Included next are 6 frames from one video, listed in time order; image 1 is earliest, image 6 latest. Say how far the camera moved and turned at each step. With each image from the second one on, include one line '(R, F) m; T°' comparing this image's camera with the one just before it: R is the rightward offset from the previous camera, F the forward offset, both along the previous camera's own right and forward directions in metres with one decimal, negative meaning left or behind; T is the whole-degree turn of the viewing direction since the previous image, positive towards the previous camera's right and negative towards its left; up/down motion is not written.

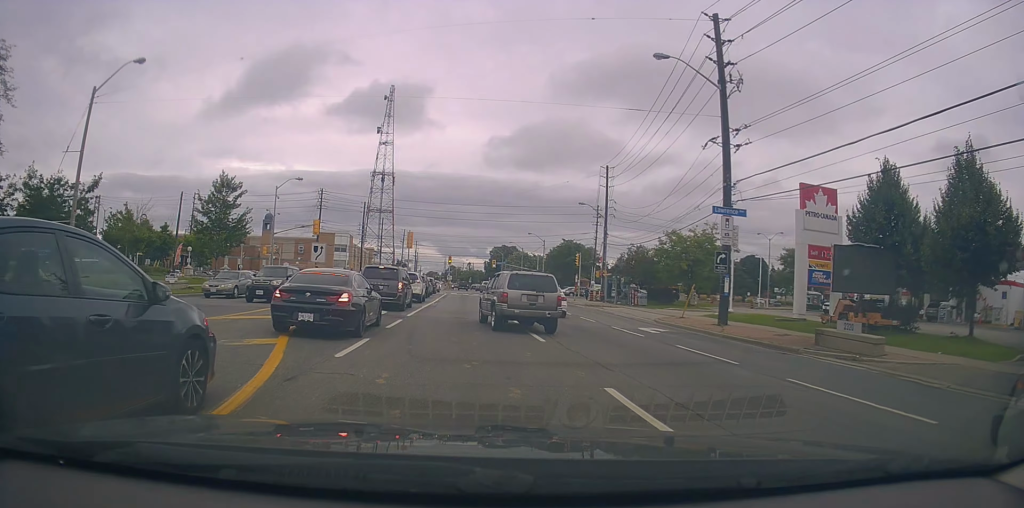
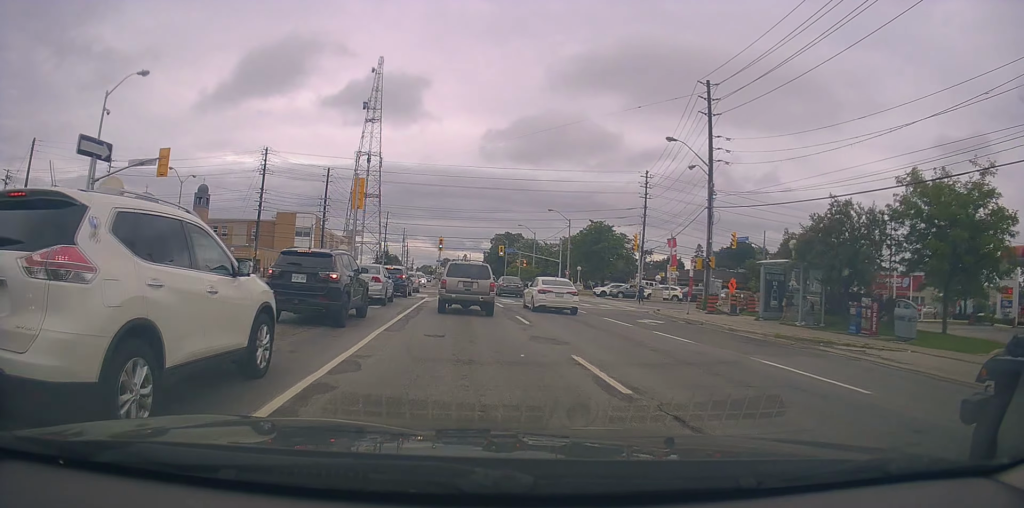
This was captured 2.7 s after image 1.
(0.0, +27.6) m; -1°
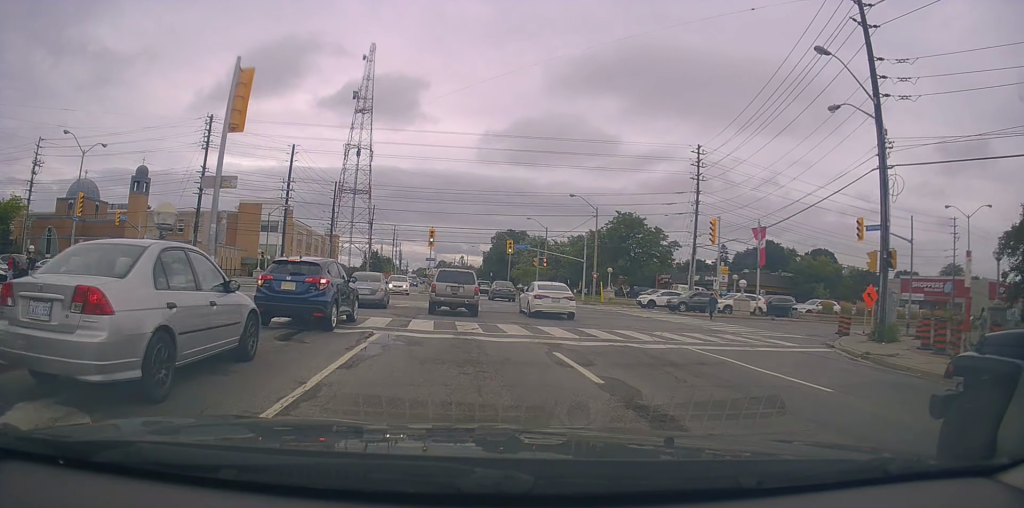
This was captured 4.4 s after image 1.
(-0.3, +17.6) m; +1°
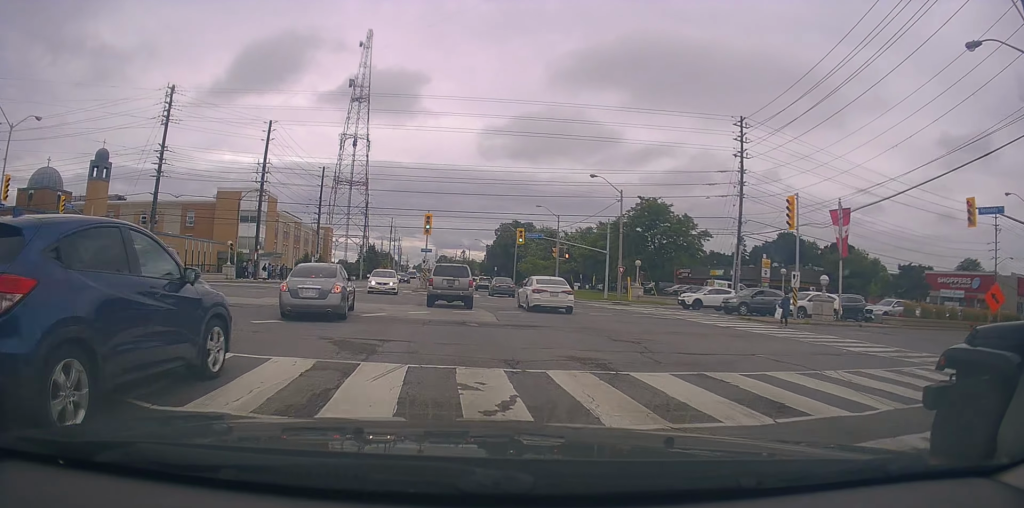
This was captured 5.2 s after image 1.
(+0.4, +9.2) m; +2°
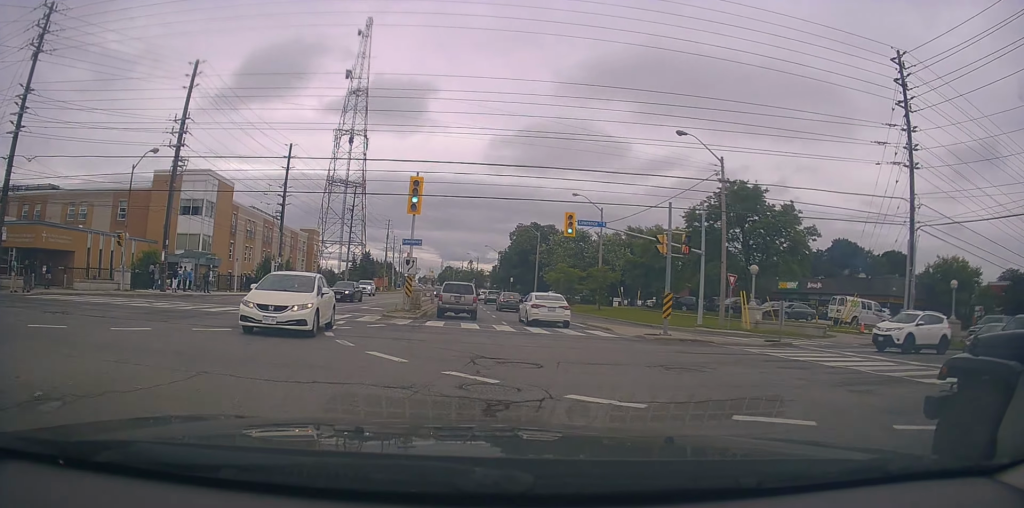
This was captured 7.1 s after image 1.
(-0.6, +20.0) m; -3°
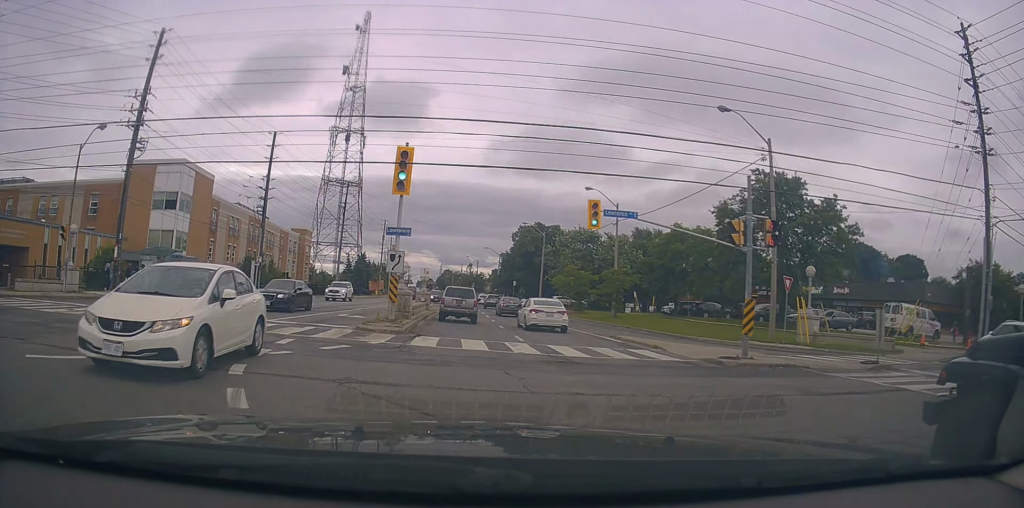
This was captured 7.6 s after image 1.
(-0.2, +5.8) m; 0°
